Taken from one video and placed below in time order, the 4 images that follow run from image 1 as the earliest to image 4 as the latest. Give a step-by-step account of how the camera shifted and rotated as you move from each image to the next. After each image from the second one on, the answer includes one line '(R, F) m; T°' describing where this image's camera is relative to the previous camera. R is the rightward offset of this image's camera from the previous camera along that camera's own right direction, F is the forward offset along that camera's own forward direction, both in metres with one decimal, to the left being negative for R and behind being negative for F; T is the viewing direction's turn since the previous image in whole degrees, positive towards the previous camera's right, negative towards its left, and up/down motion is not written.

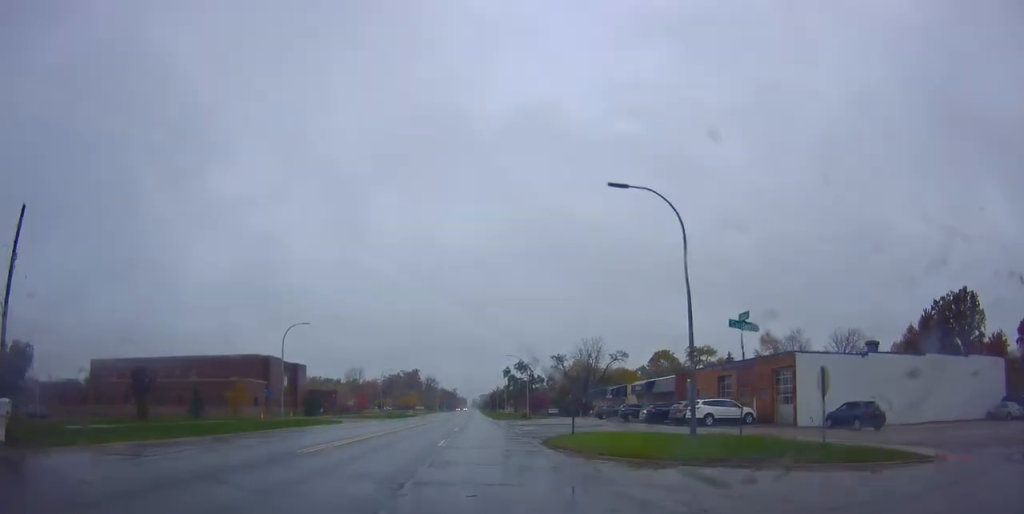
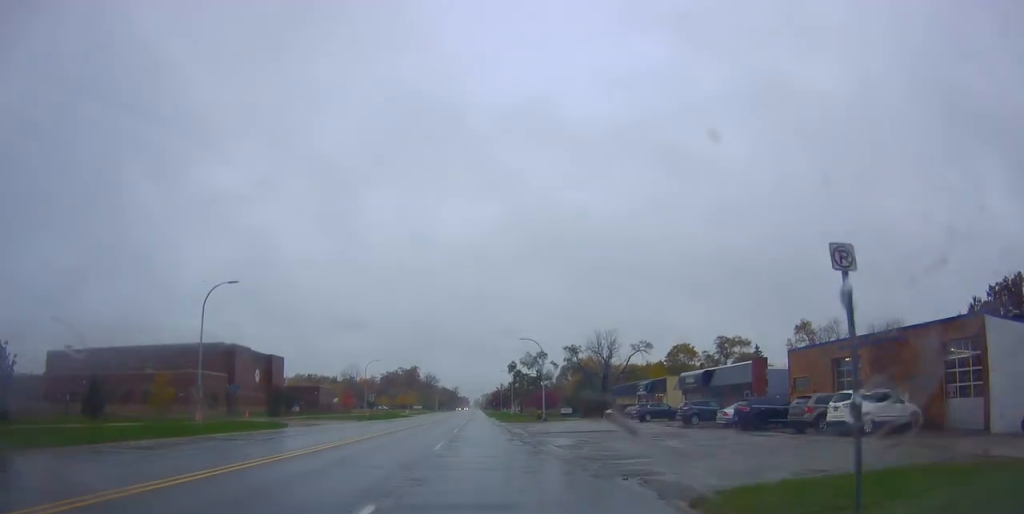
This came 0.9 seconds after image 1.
(-0.5, +17.1) m; -1°
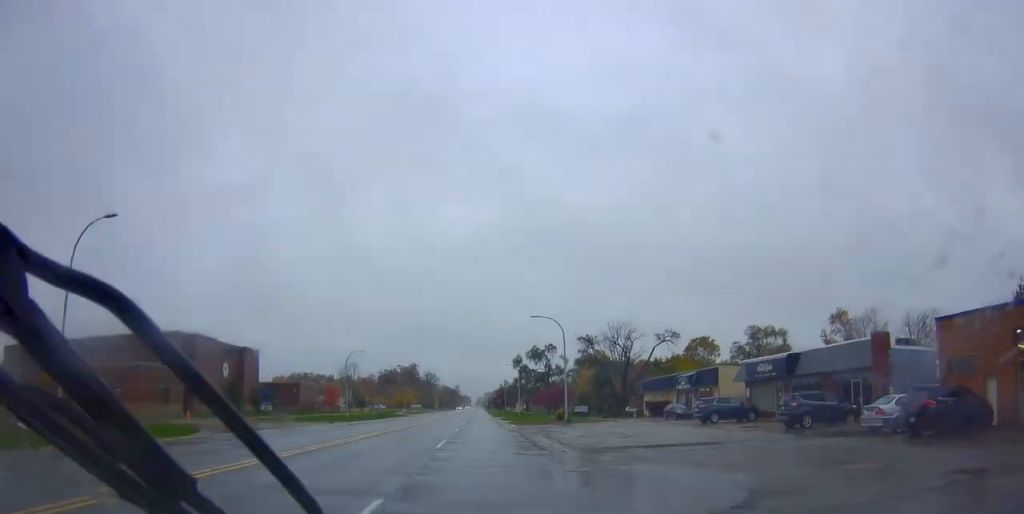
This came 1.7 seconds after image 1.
(-0.2, +14.8) m; +1°
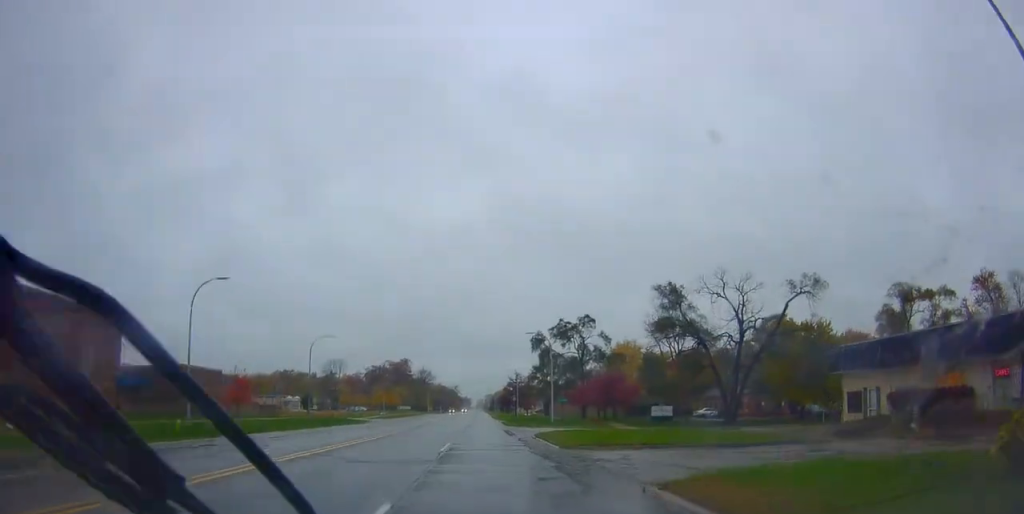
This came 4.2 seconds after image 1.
(+1.8, +44.7) m; +2°
